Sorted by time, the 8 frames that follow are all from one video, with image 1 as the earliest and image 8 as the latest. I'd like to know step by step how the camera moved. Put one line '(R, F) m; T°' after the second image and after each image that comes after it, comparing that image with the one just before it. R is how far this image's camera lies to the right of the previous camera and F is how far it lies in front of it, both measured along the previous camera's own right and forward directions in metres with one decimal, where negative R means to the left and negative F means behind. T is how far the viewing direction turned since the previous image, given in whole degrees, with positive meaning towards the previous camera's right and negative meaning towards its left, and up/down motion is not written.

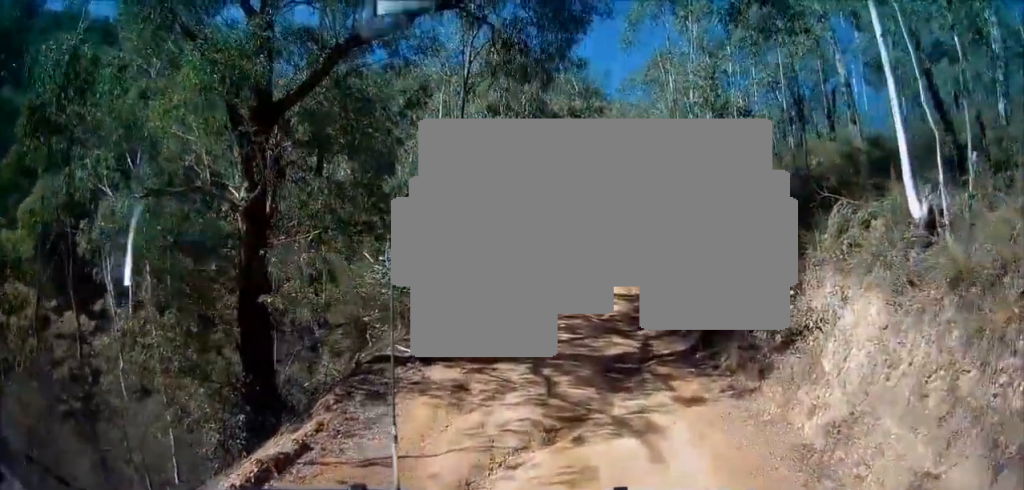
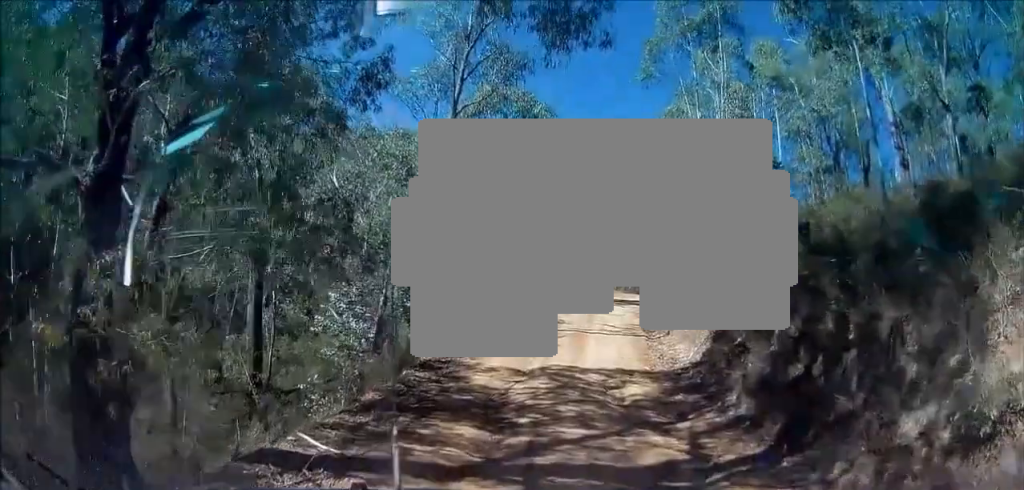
(+0.1, +3.6) m; +1°
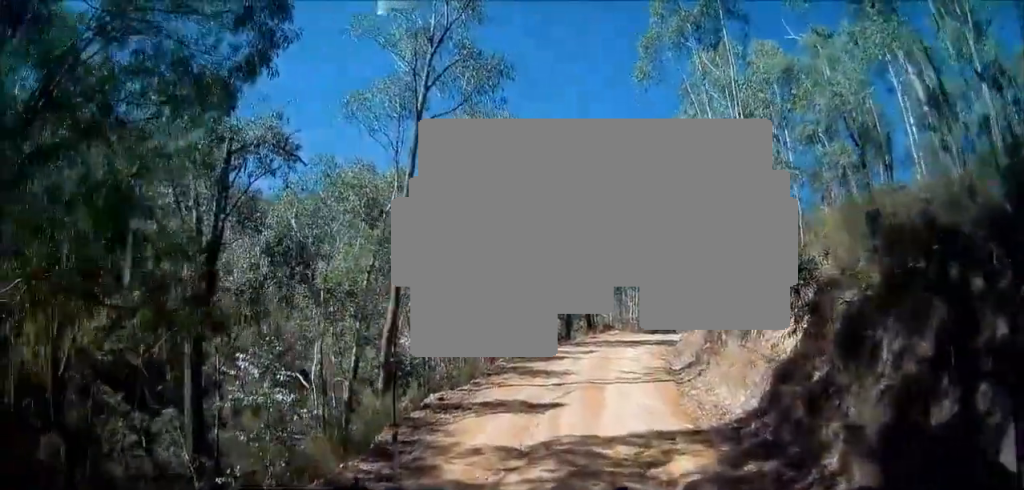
(0.0, +3.1) m; -1°
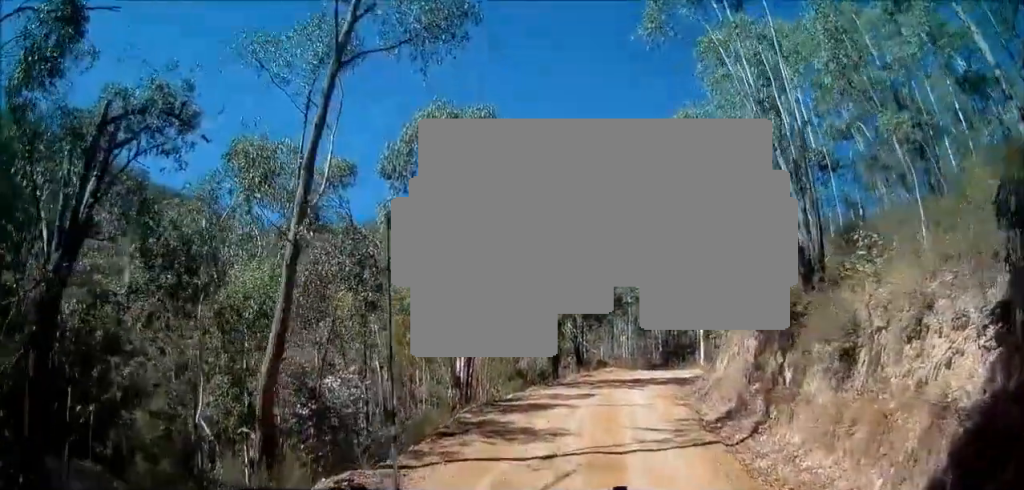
(0.0, +4.8) m; +4°
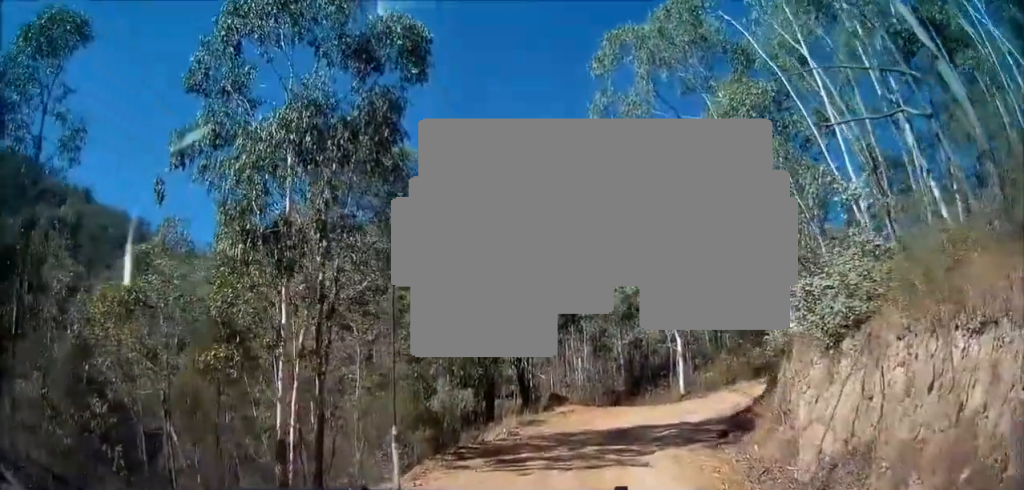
(+1.9, +9.5) m; +7°
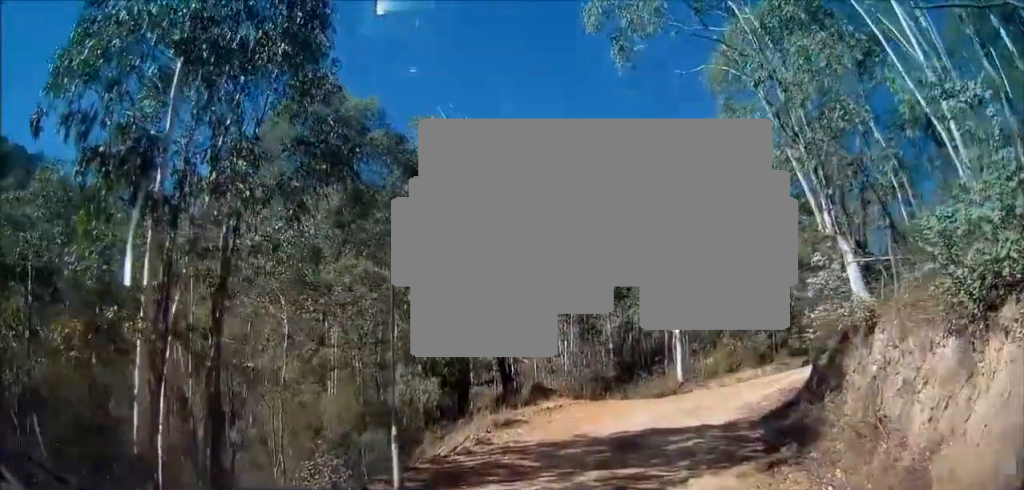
(-0.7, +3.4) m; -2°
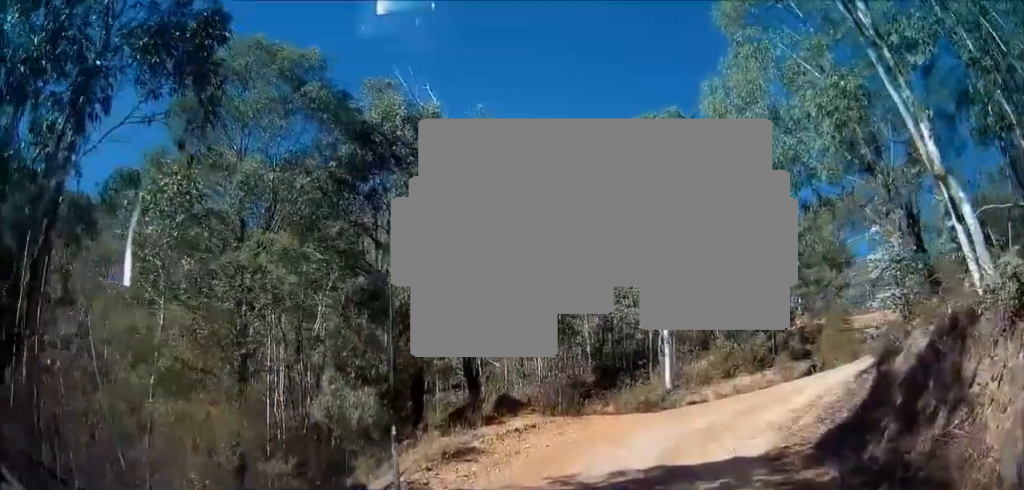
(+0.4, +3.4) m; +14°
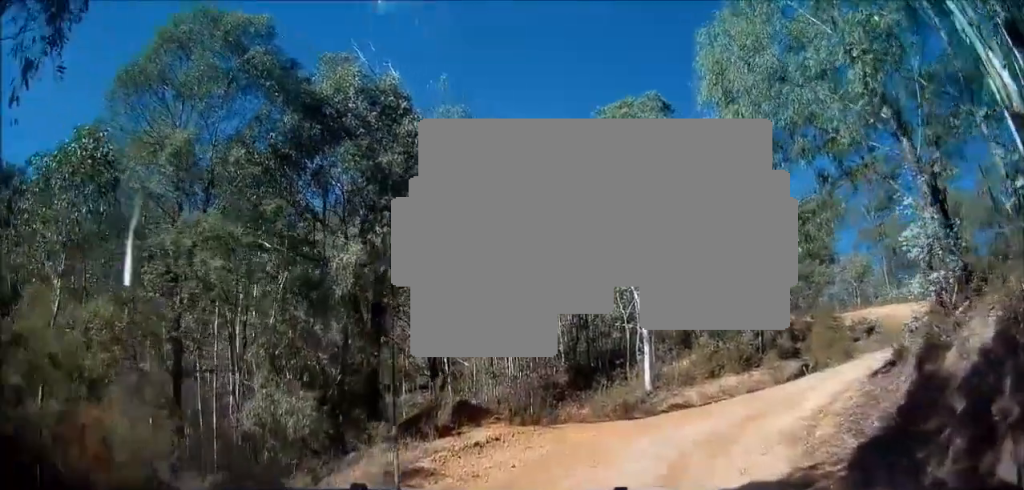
(+0.1, +1.9) m; +9°
